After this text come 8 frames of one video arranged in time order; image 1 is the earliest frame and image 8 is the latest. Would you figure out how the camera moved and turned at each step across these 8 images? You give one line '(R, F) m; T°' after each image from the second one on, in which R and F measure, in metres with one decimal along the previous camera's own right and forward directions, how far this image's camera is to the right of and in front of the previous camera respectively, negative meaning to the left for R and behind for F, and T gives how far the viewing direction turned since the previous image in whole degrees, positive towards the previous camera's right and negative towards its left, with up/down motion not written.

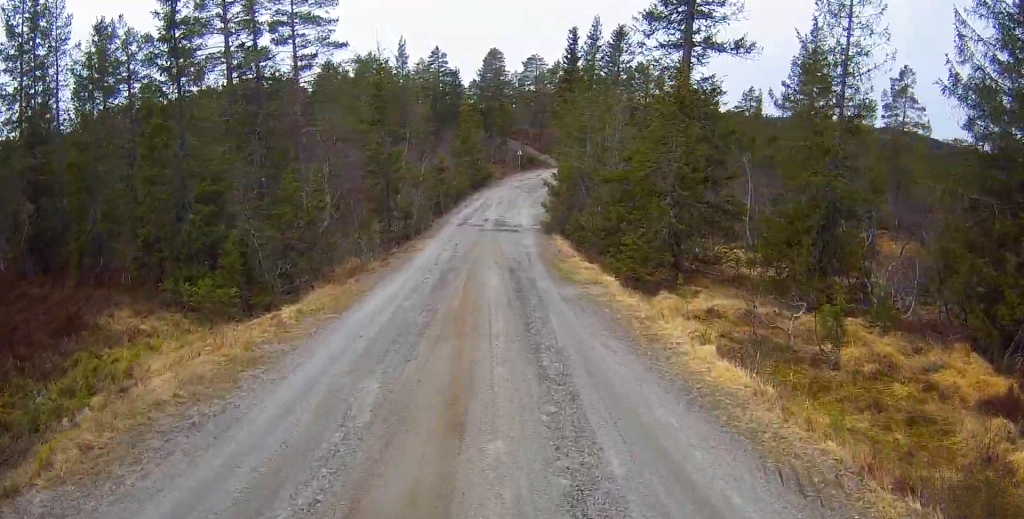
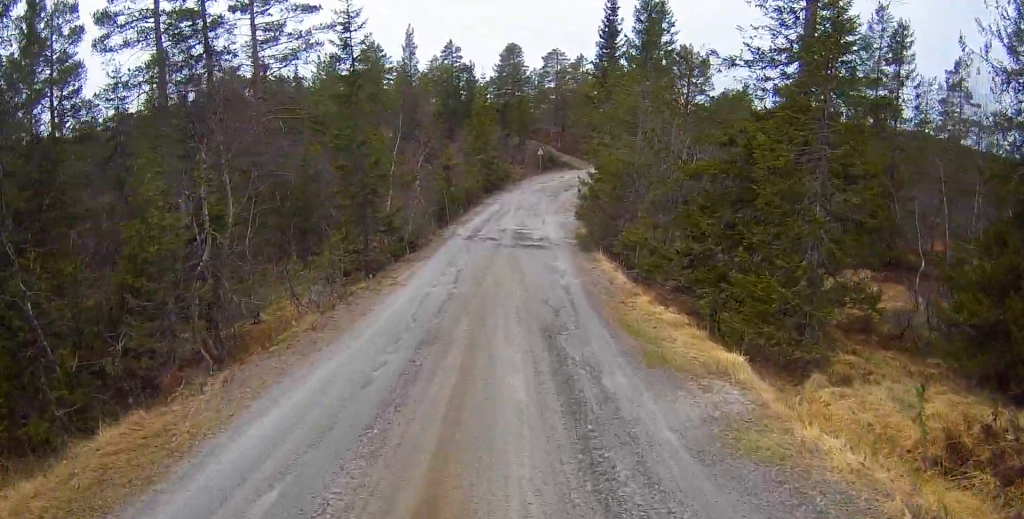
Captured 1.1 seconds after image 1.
(-0.1, +8.3) m; +2°
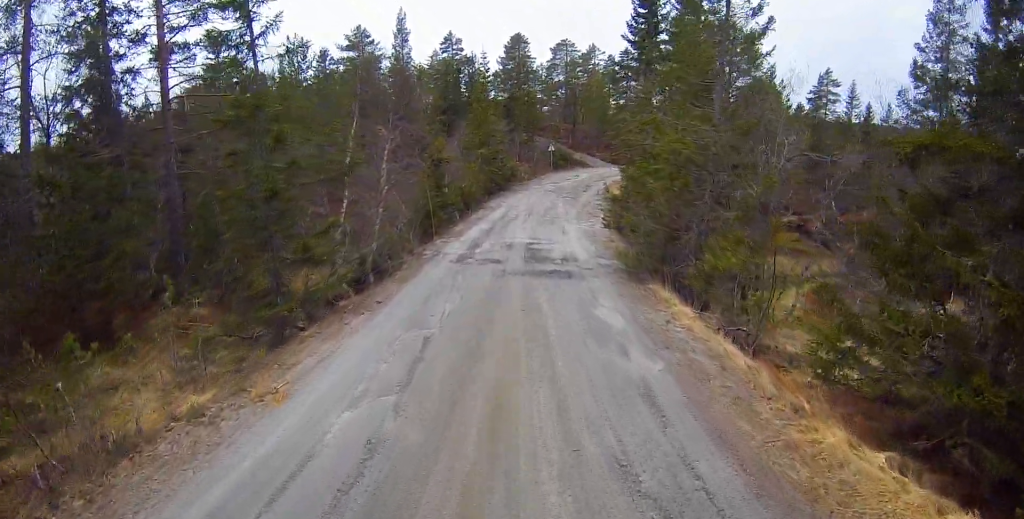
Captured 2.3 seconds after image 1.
(+0.4, +7.3) m; +1°
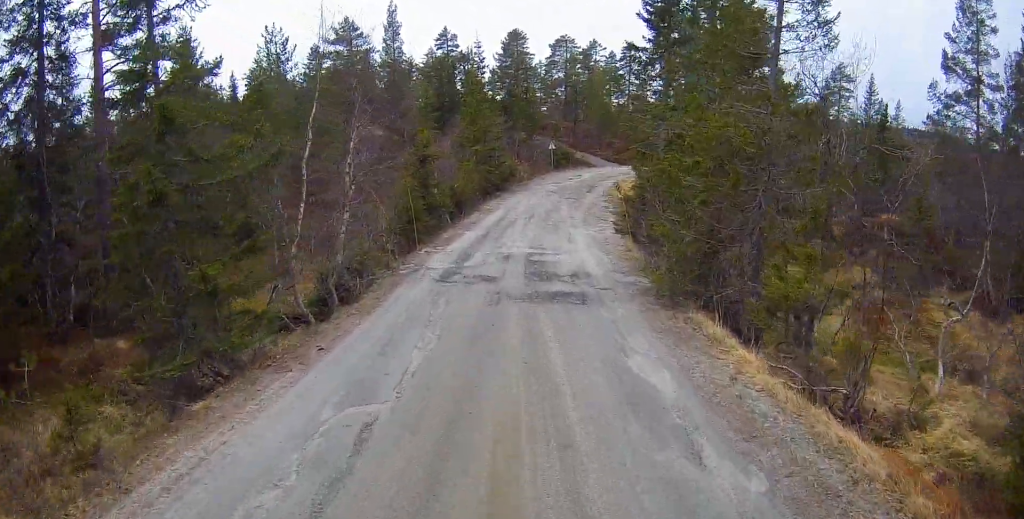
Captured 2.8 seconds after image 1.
(0.0, +3.3) m; -2°
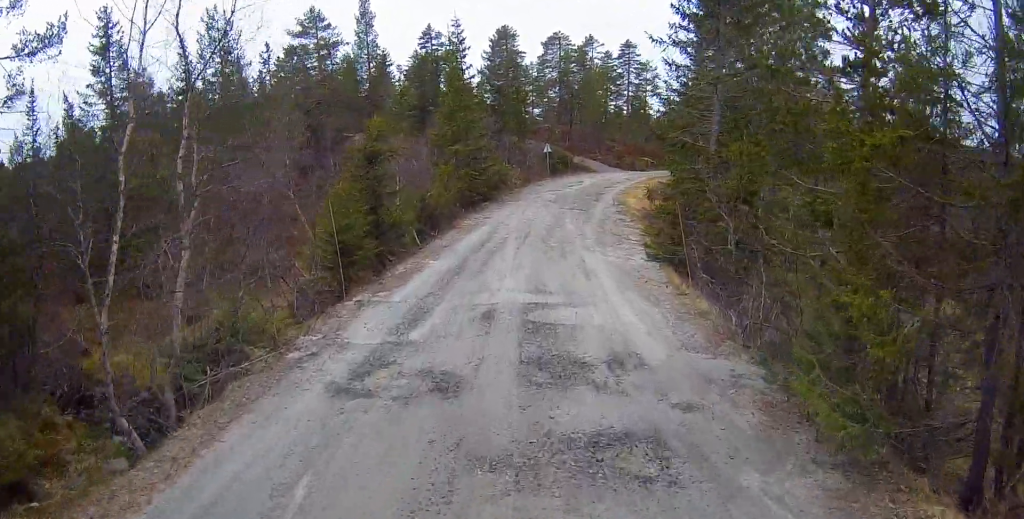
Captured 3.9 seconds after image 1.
(-0.3, +6.9) m; +1°
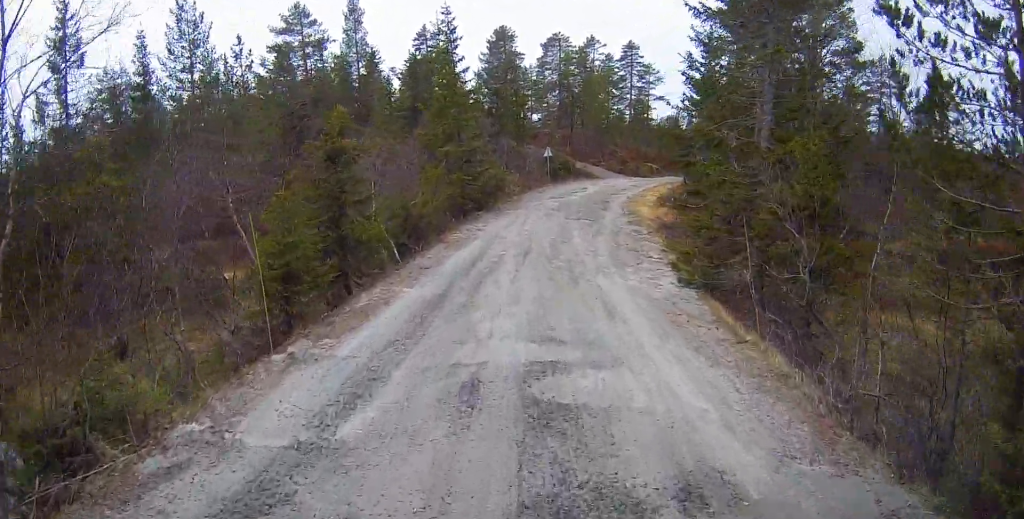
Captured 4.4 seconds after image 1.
(+0.2, +3.3) m; +3°
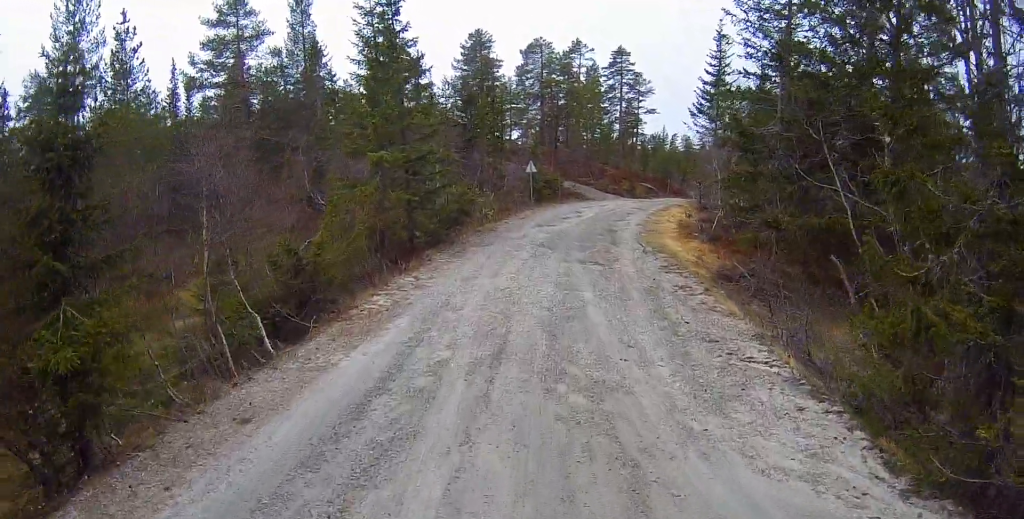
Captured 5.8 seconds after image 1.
(+0.5, +8.5) m; +4°
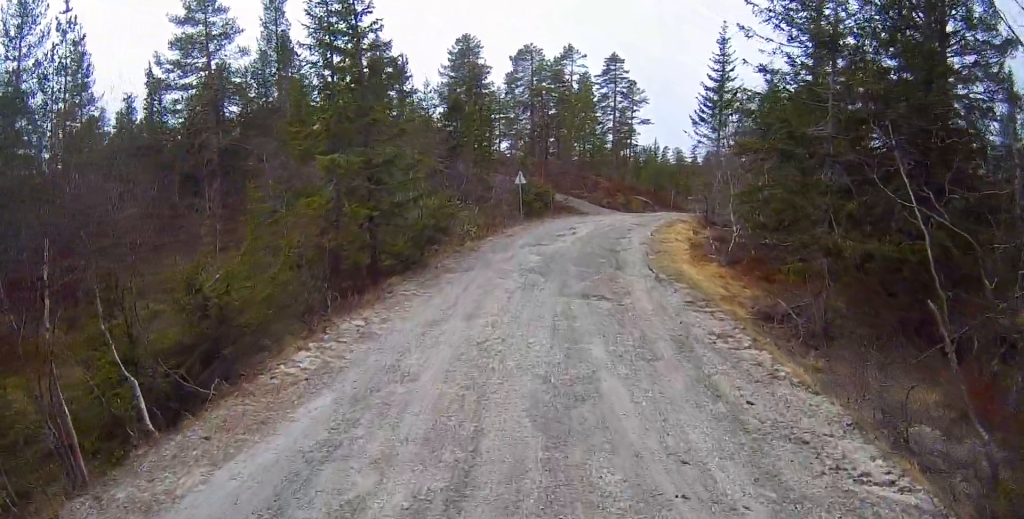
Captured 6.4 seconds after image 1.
(0.0, +3.4) m; 0°
